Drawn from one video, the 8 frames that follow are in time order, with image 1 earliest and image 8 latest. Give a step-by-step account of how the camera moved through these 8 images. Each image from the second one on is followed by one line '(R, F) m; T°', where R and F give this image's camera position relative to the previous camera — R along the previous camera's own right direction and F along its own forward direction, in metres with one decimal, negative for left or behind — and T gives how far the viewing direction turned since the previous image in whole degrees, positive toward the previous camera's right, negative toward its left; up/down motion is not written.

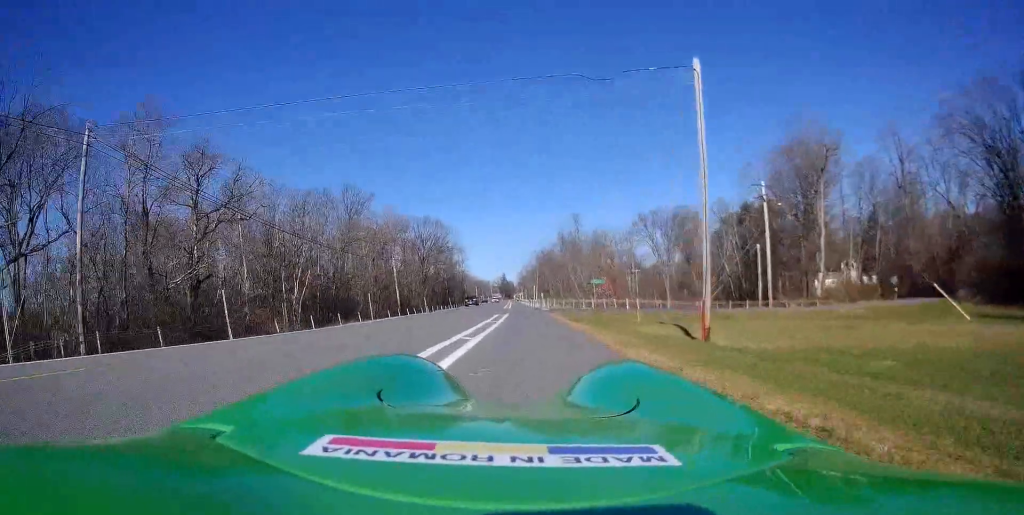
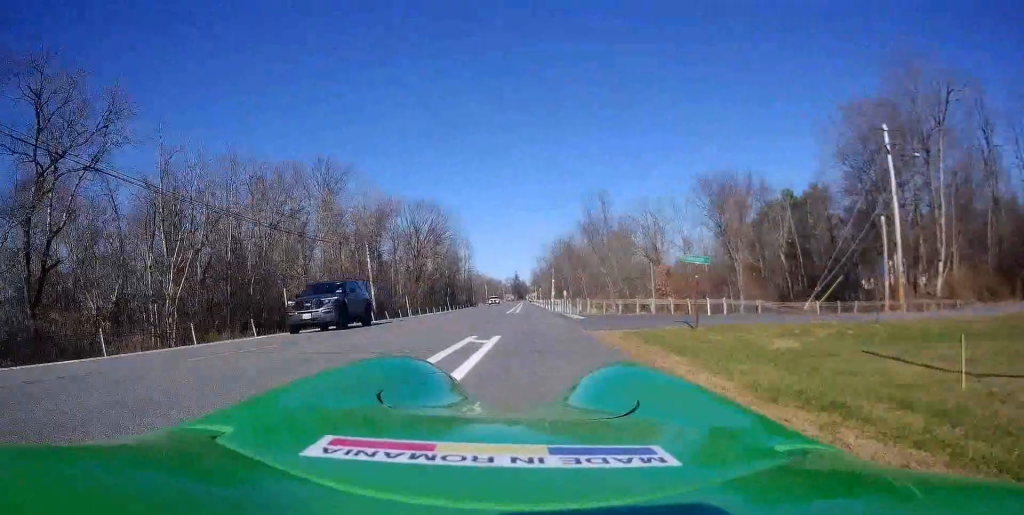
(+0.5, +18.9) m; +1°
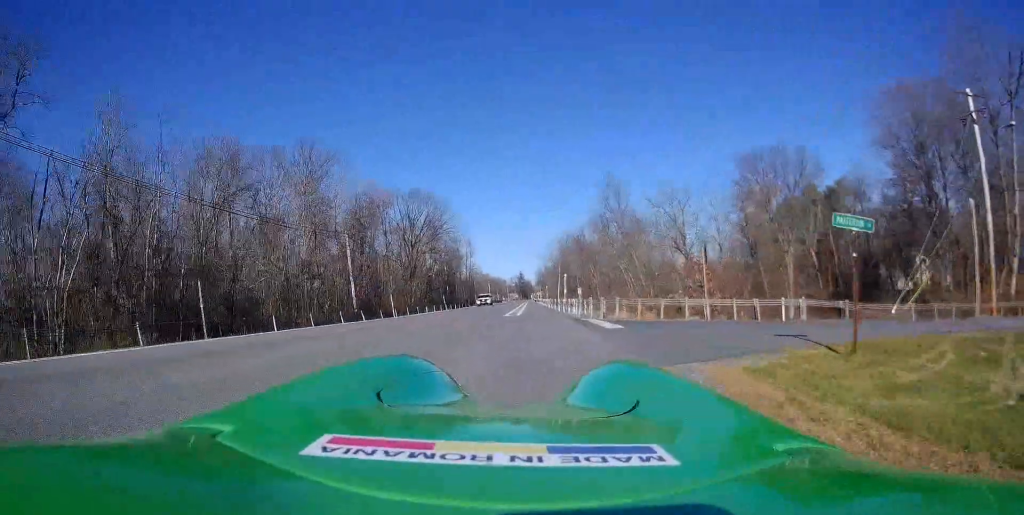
(-0.1, +8.3) m; -2°
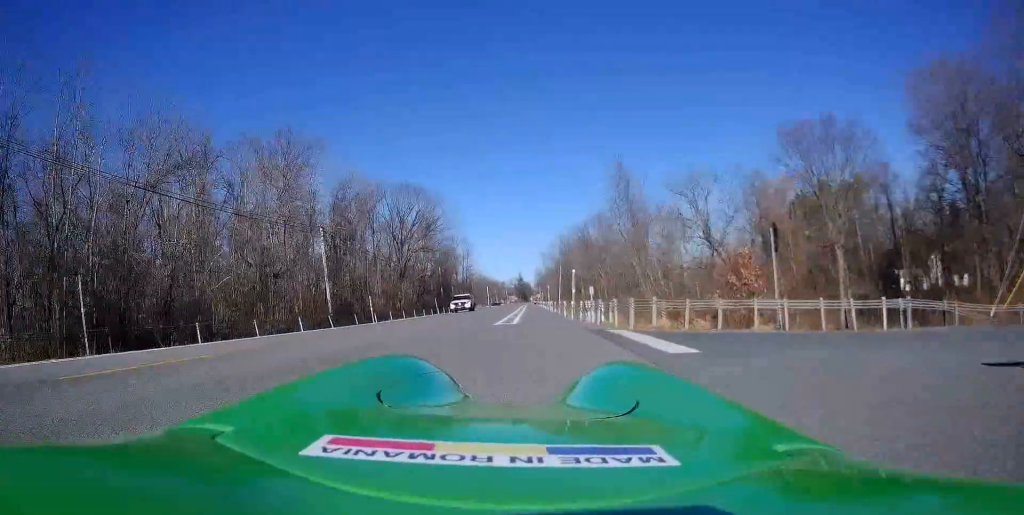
(-0.2, +6.7) m; -2°
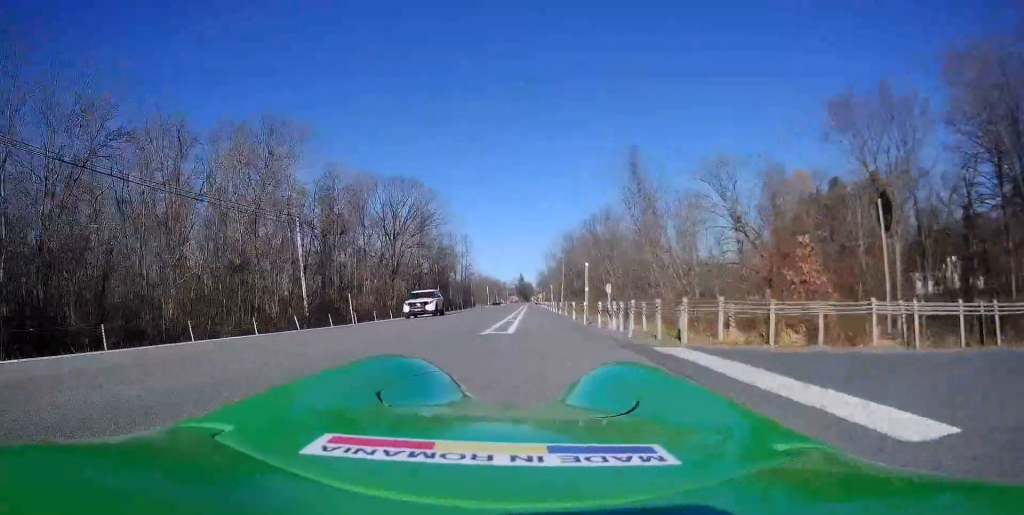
(-0.1, +5.4) m; +3°
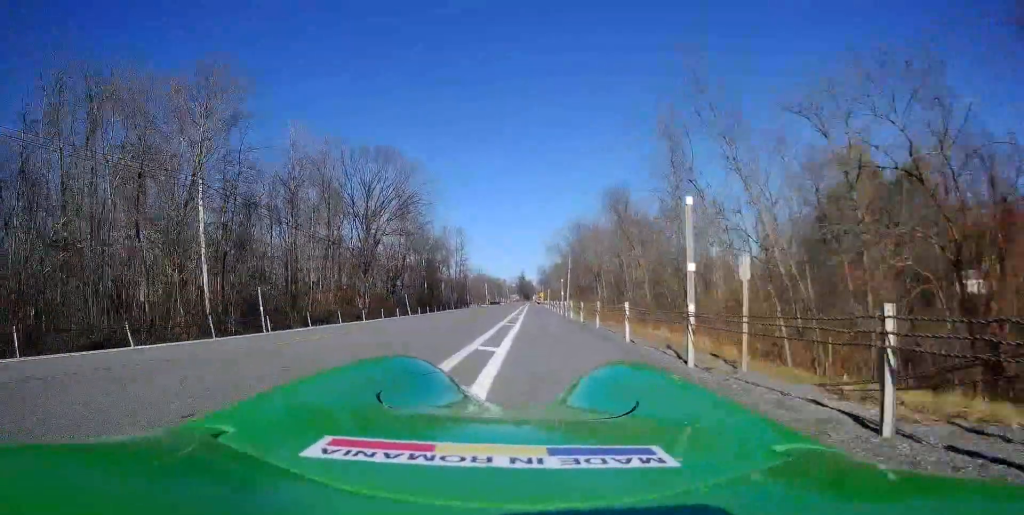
(+0.8, +13.1) m; +1°
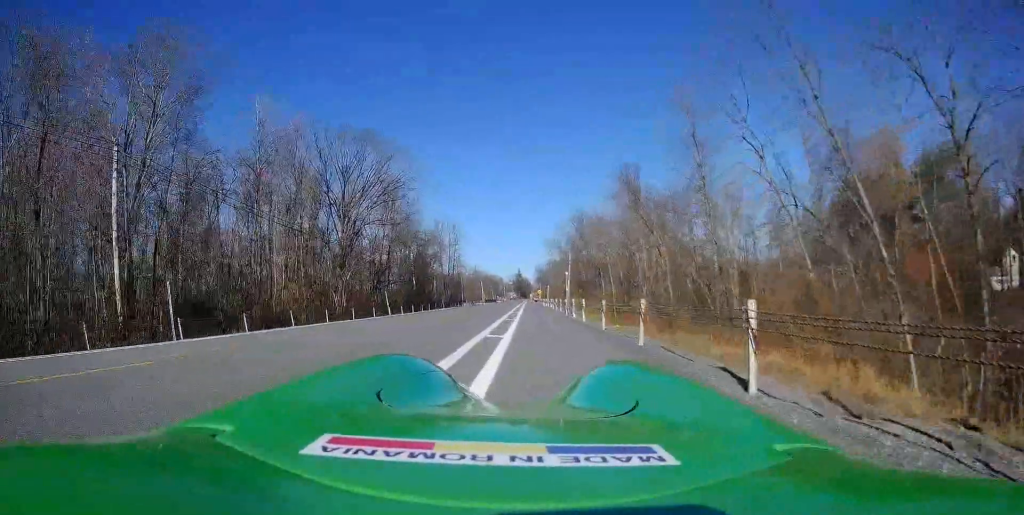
(-0.6, +6.9) m; -4°
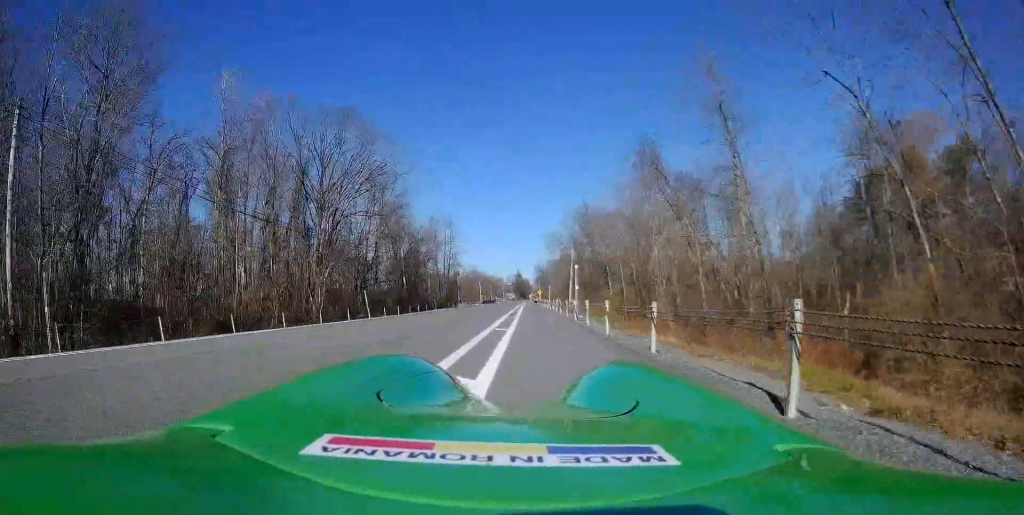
(-0.1, +5.8) m; 0°
